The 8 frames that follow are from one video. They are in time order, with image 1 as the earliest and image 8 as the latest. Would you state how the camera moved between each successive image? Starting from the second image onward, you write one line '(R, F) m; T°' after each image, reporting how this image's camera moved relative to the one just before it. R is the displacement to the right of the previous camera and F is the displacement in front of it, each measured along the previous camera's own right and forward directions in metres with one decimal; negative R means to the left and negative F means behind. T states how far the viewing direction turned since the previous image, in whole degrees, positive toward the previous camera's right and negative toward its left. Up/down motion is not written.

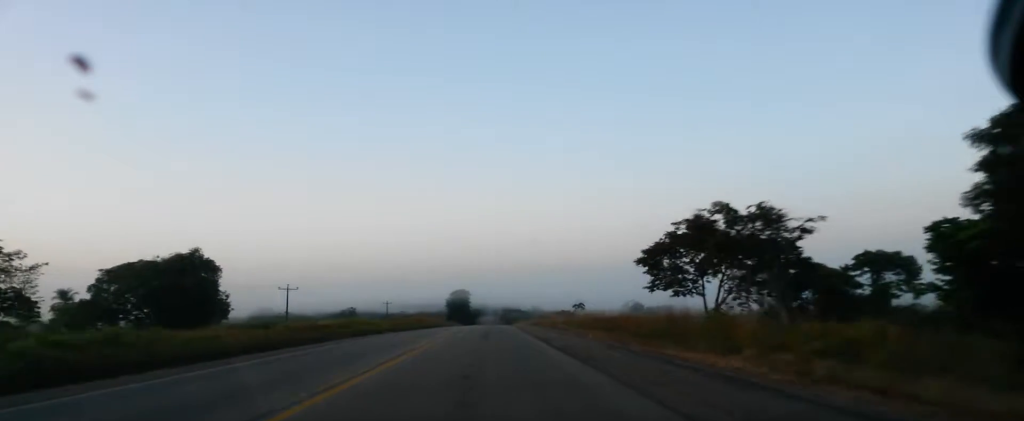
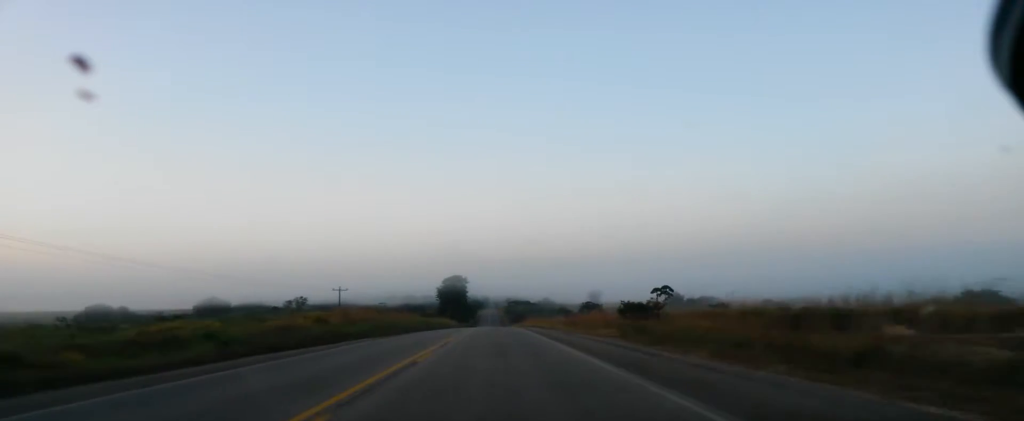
(+0.8, +64.9) m; +1°
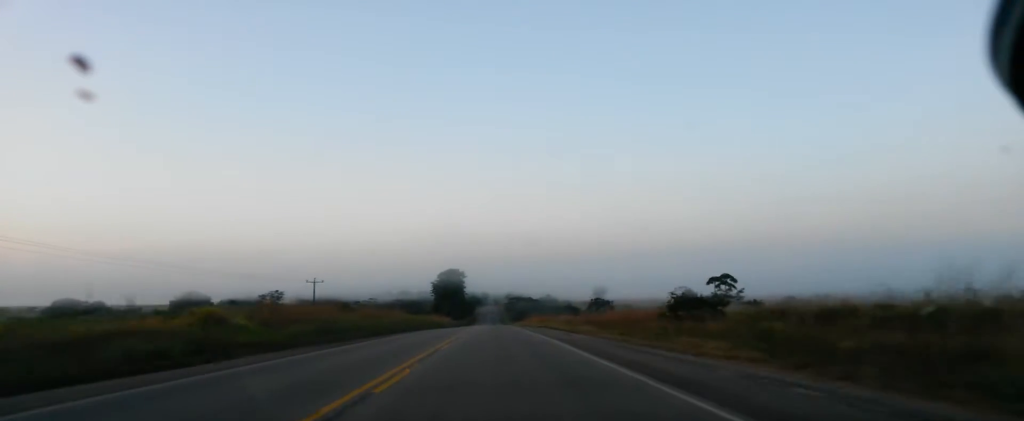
(0.0, +18.5) m; 0°
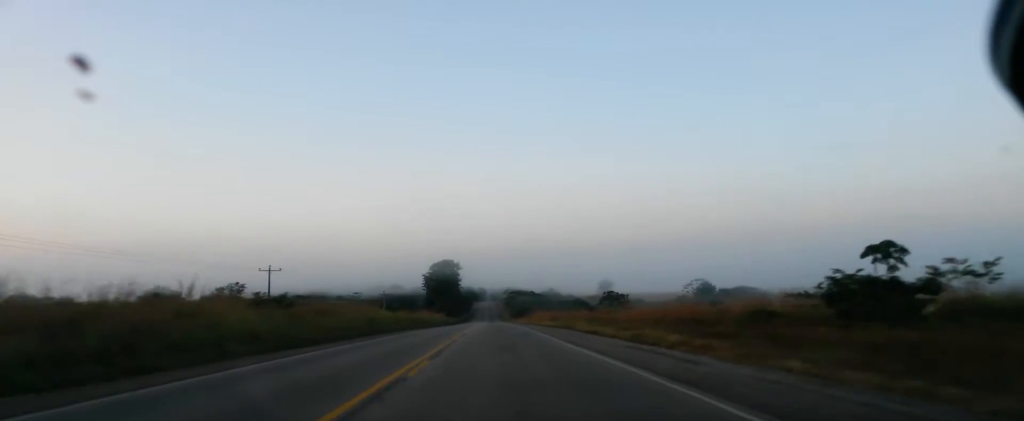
(+0.1, +21.9) m; 0°
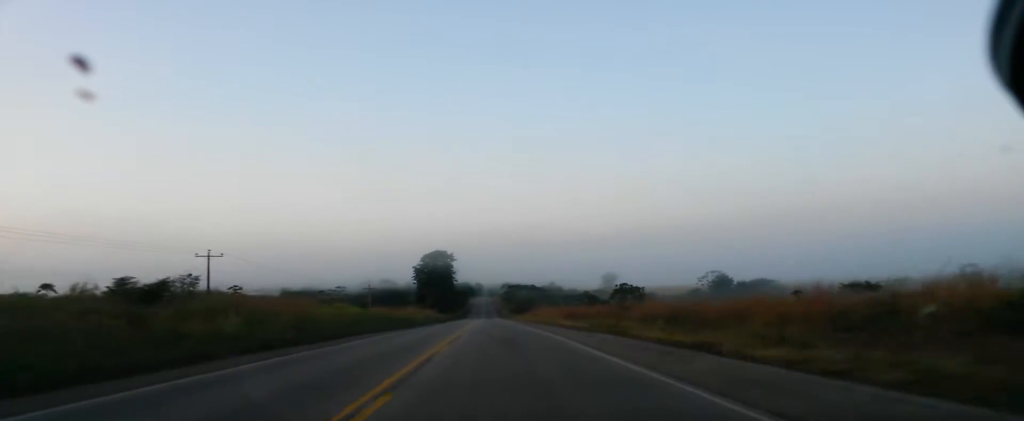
(0.0, +18.8) m; -1°
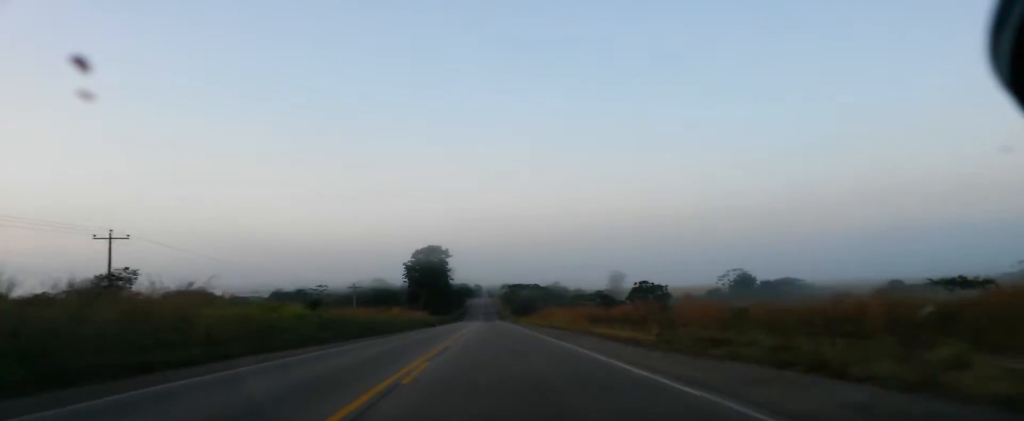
(+0.2, +18.8) m; -1°
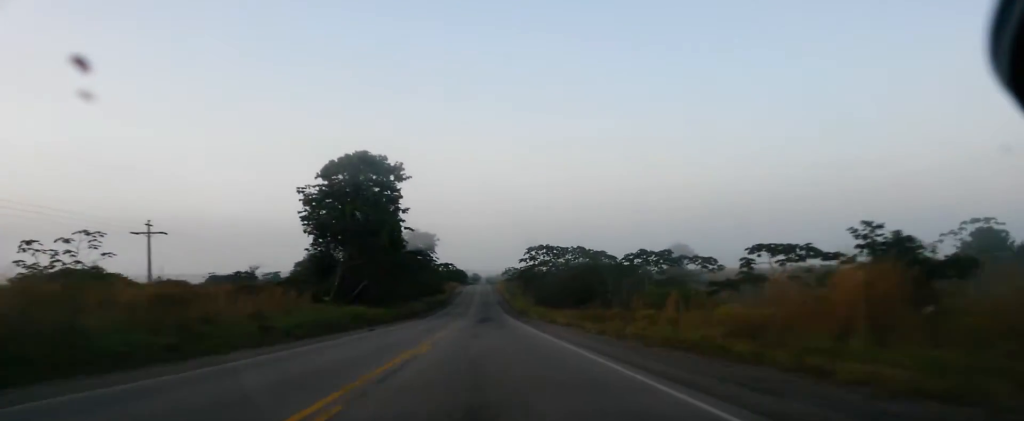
(-0.1, +93.0) m; 0°
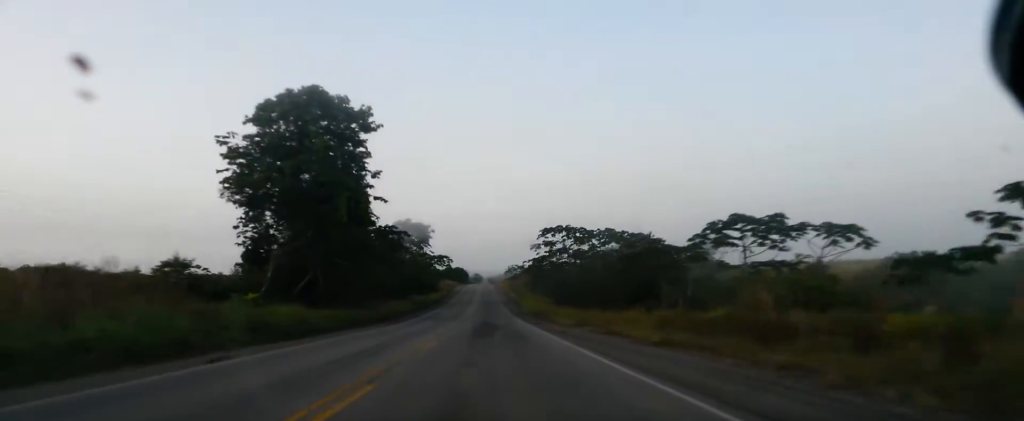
(-0.1, +22.2) m; -1°
